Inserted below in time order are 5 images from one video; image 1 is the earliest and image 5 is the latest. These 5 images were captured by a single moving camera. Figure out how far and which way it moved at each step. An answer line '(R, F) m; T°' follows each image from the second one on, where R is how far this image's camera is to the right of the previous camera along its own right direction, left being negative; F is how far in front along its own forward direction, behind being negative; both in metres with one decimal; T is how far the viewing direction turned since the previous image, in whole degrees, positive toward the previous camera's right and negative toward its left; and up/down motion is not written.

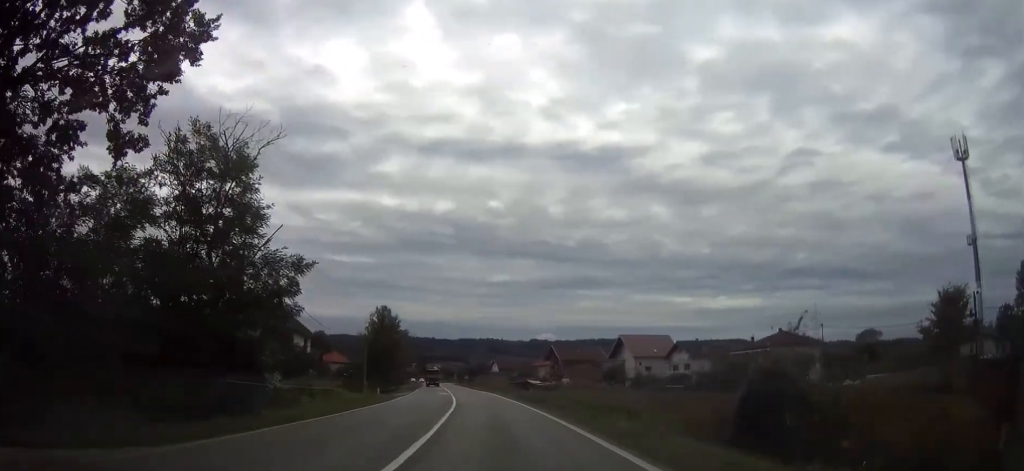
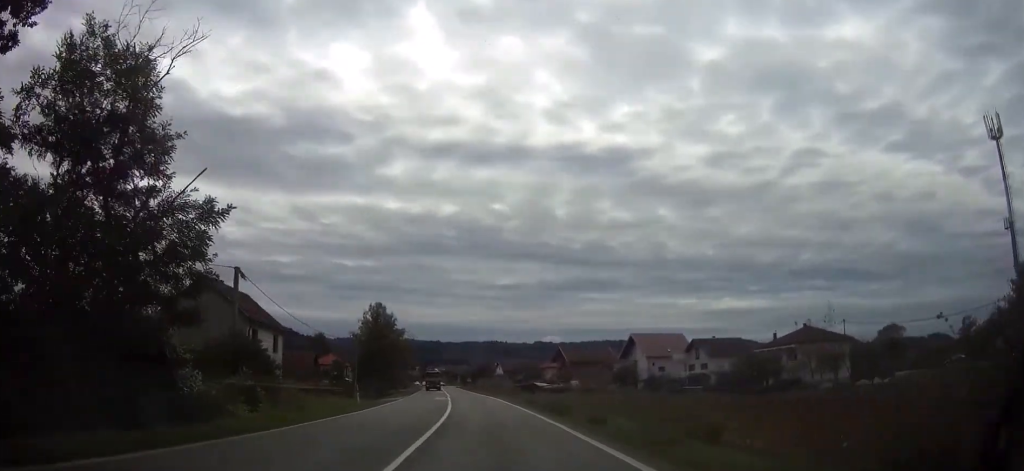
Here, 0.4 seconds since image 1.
(-0.1, +7.7) m; -1°
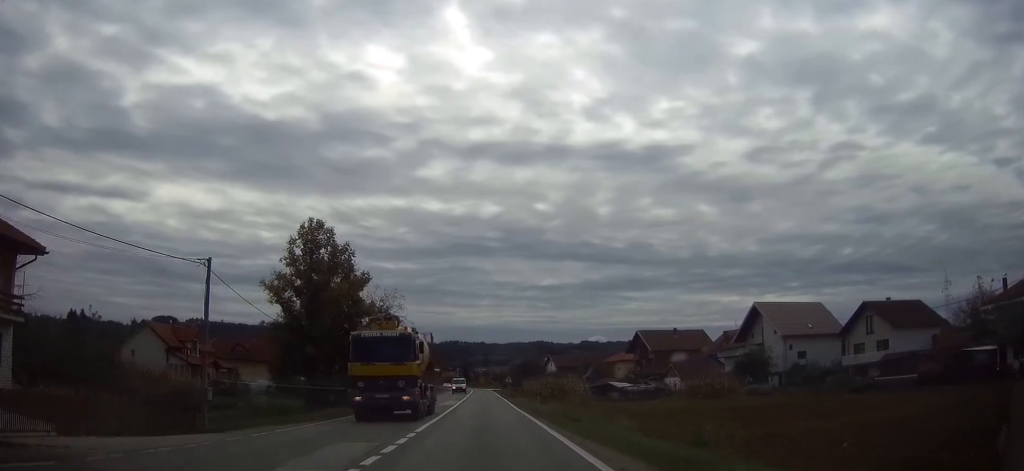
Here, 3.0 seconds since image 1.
(-1.4, +46.5) m; -4°
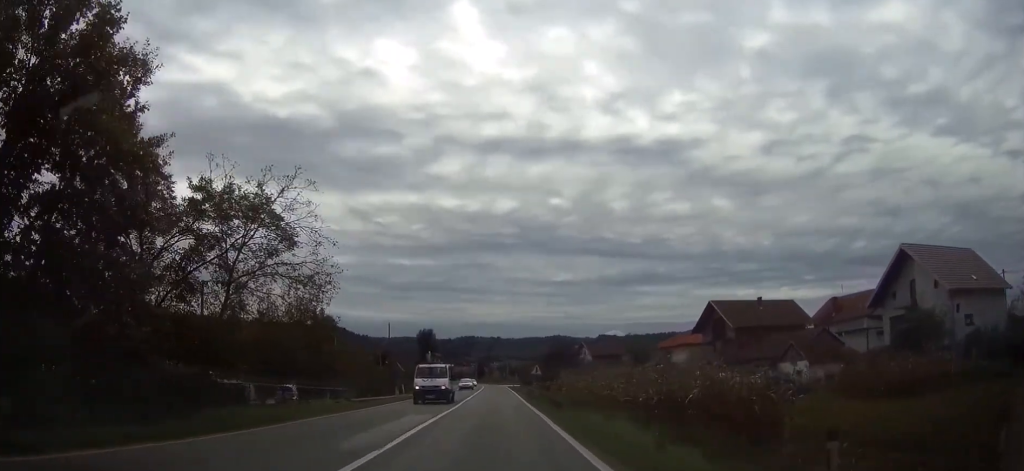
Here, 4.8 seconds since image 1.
(-0.4, +31.2) m; -2°
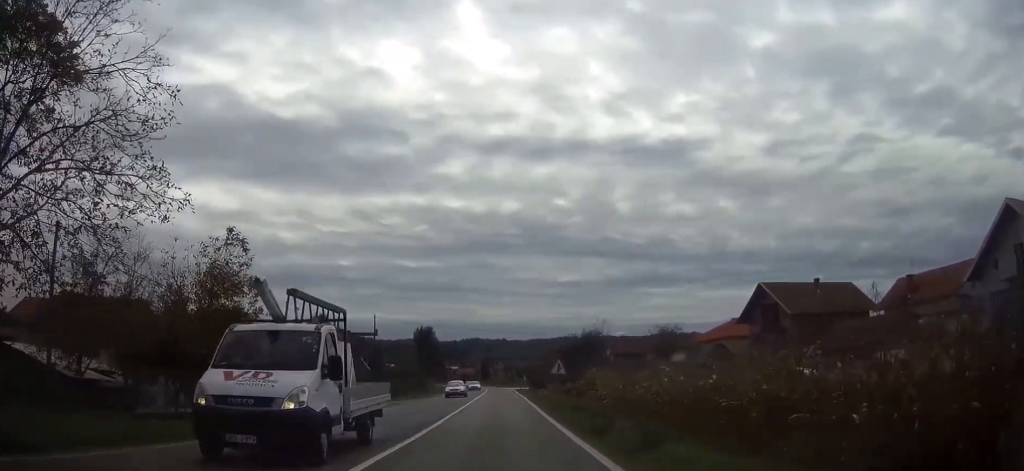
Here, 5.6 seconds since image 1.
(-0.2, +14.4) m; -1°
